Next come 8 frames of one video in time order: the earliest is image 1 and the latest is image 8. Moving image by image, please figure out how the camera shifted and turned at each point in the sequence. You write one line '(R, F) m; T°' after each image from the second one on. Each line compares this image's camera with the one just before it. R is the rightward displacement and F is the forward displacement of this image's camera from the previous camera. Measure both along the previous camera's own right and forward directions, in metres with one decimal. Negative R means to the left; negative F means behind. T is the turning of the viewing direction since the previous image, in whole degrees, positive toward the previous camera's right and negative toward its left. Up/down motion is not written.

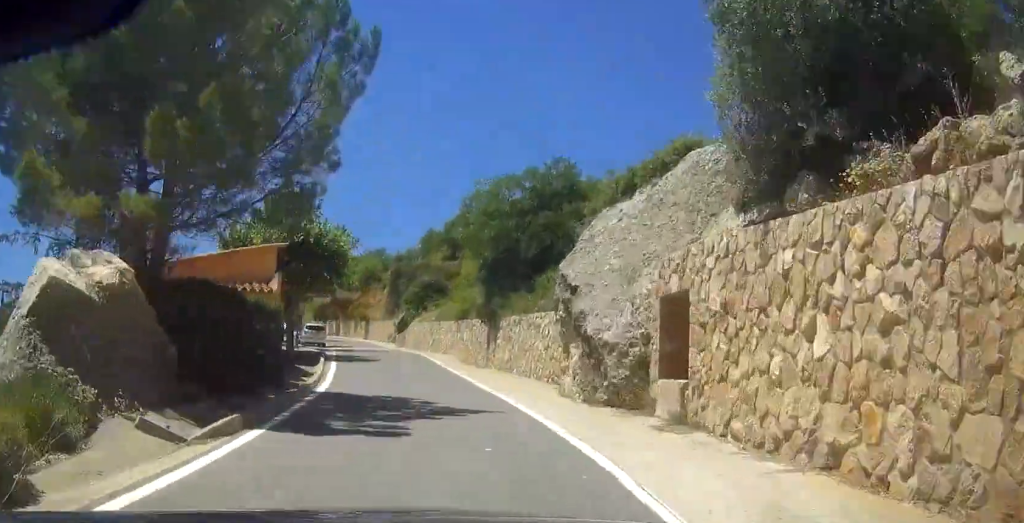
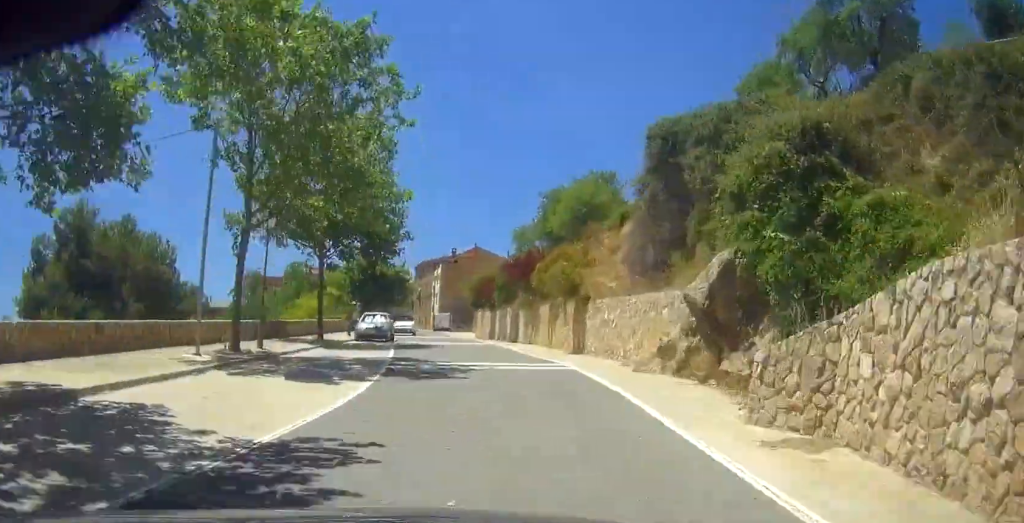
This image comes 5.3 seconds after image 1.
(-9.5, +51.9) m; -16°
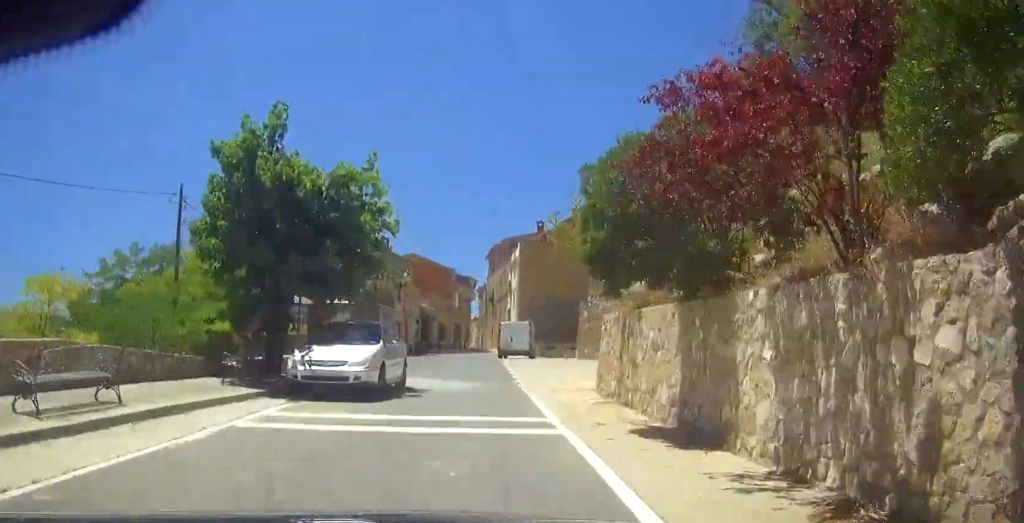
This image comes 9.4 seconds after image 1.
(-1.8, +36.7) m; -7°
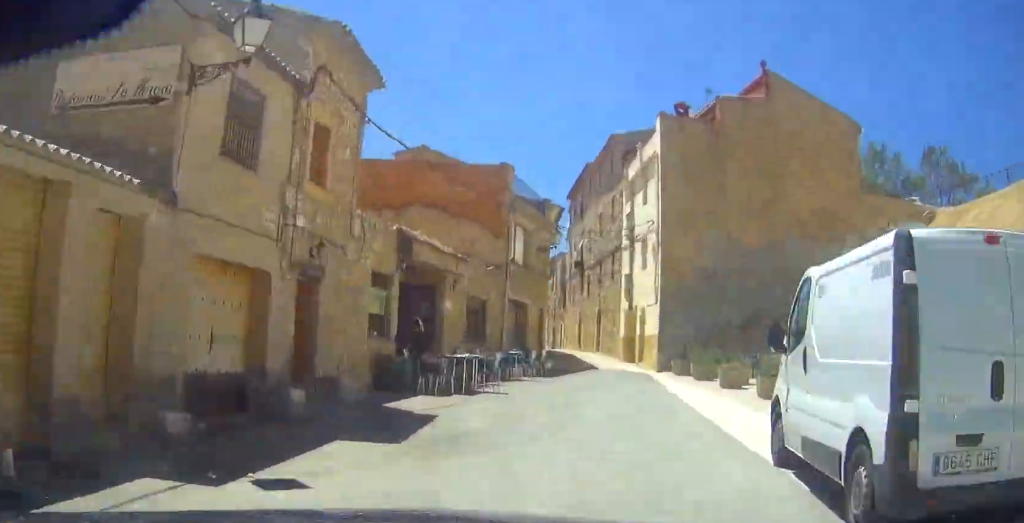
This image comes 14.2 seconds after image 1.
(-2.2, +35.2) m; -2°
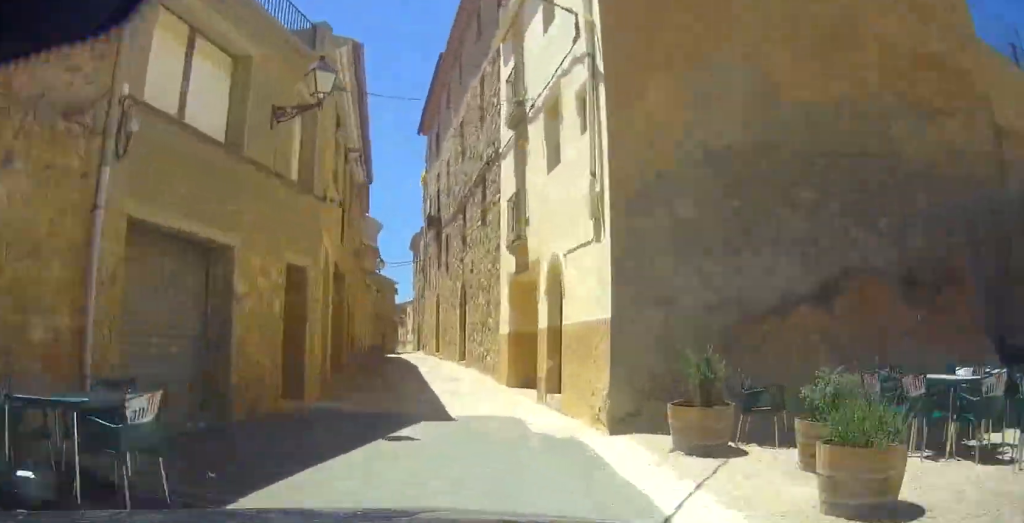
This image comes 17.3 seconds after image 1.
(+1.0, +19.0) m; +1°
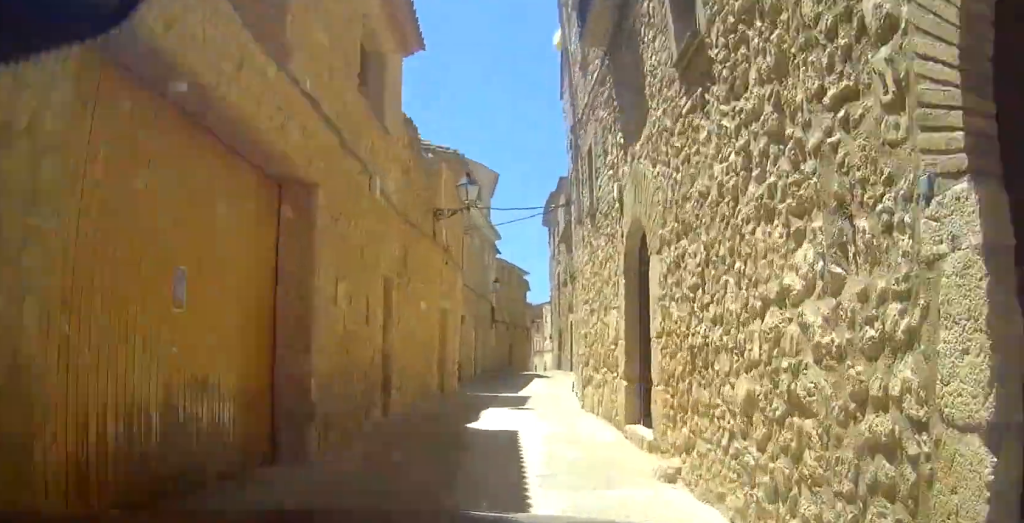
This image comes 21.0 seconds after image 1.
(-0.6, +20.2) m; -2°
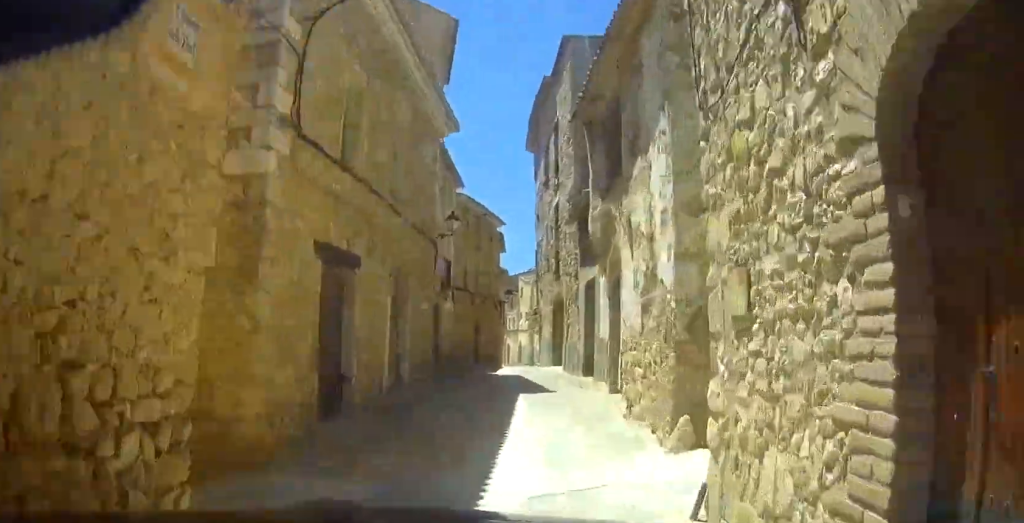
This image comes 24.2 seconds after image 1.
(-0.2, +15.9) m; +3°
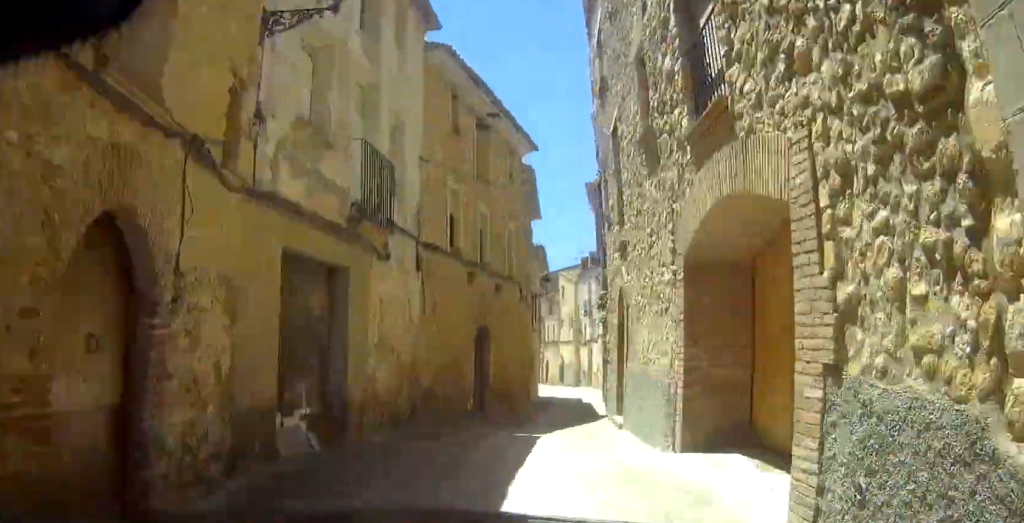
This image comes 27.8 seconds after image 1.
(+0.8, +17.3) m; +6°
